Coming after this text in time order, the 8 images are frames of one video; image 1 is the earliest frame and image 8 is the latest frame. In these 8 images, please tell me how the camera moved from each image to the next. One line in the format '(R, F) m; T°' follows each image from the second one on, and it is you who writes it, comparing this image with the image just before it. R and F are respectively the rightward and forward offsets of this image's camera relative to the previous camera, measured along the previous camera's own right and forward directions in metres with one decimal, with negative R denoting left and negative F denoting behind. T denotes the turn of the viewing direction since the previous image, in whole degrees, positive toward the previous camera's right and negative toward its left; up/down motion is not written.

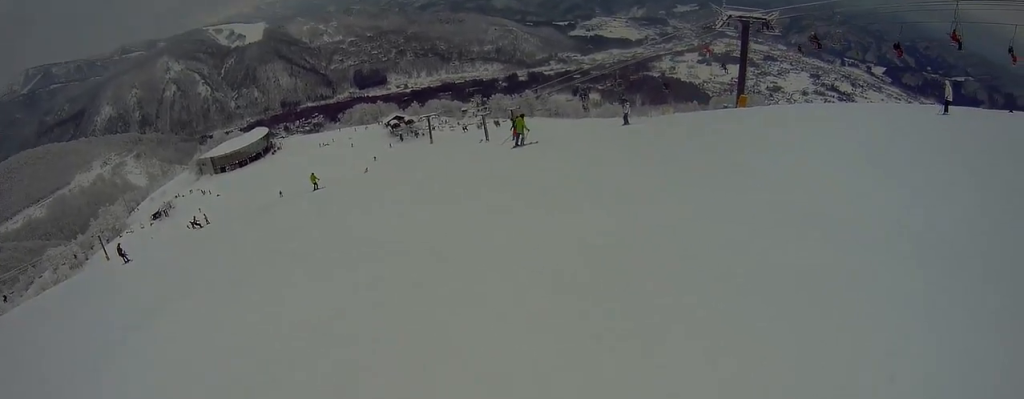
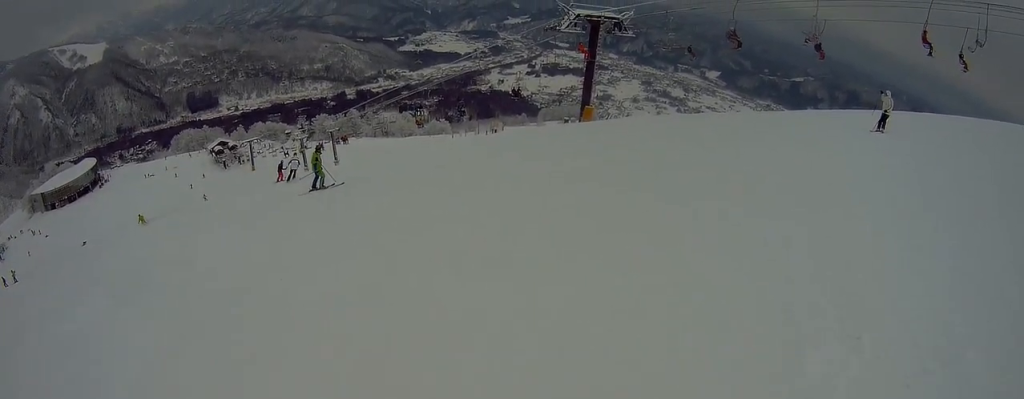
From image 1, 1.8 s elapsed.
(+3.4, +7.8) m; +23°
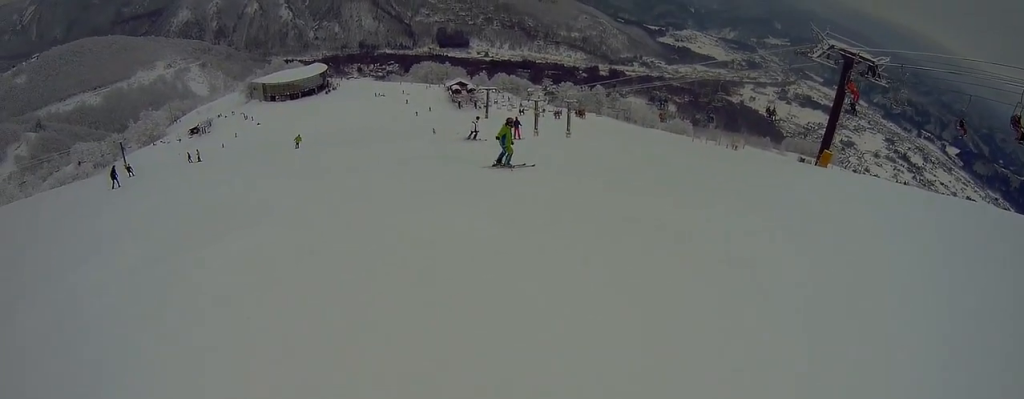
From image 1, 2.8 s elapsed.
(-0.5, +5.1) m; -26°
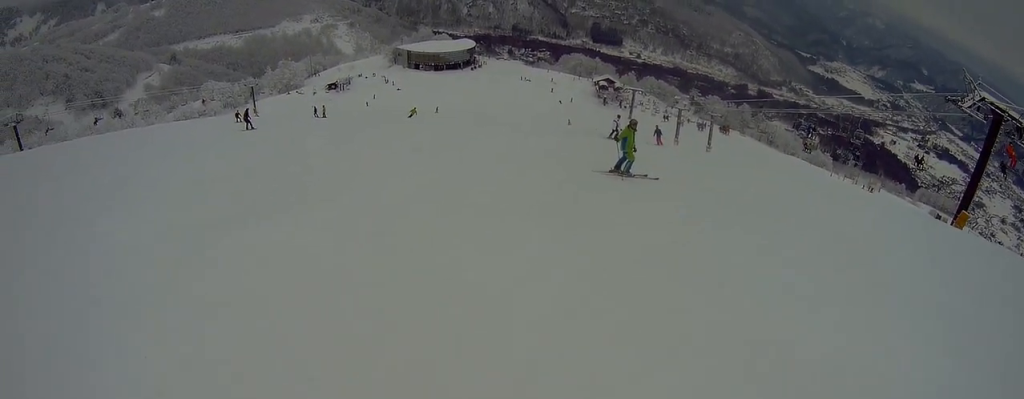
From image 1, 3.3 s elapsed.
(+0.1, +2.8) m; -22°
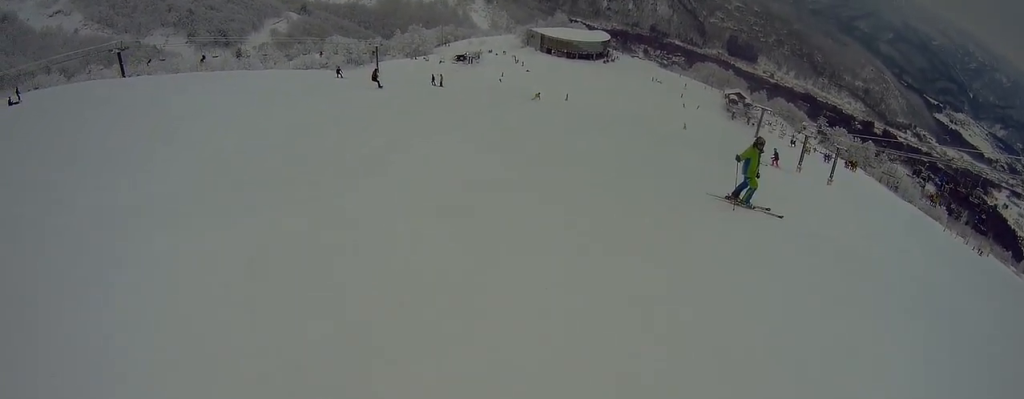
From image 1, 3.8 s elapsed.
(-1.1, +2.4) m; -18°
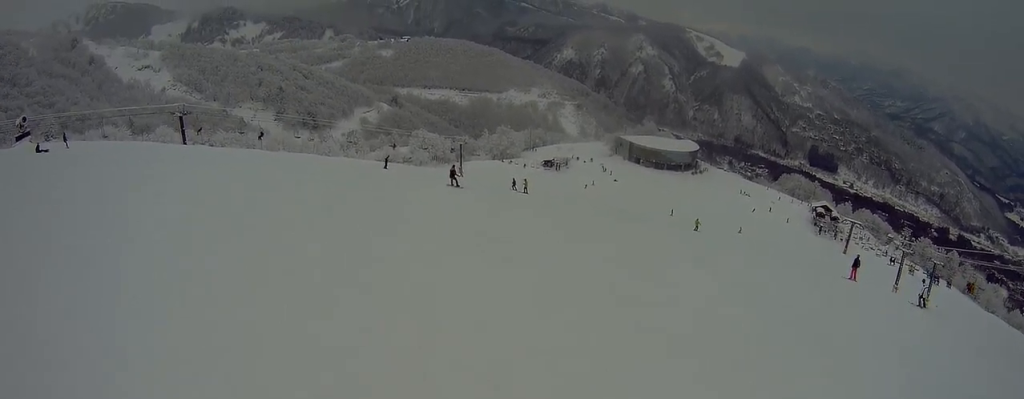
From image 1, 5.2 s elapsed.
(-2.1, +6.7) m; -27°
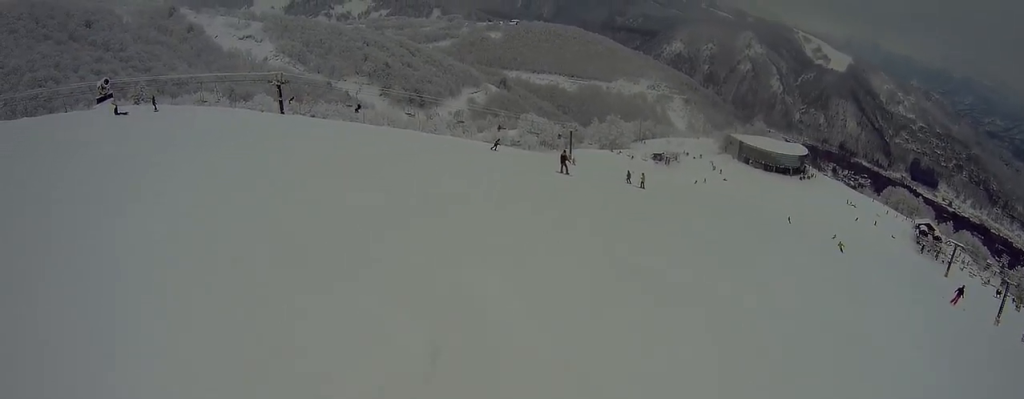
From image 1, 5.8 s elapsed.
(-0.4, +3.0) m; -2°
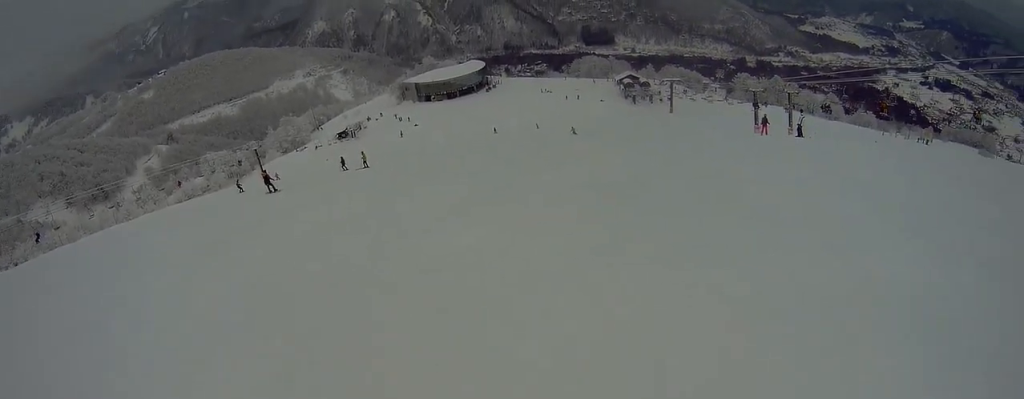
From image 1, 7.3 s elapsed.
(+0.3, +6.5) m; +40°
